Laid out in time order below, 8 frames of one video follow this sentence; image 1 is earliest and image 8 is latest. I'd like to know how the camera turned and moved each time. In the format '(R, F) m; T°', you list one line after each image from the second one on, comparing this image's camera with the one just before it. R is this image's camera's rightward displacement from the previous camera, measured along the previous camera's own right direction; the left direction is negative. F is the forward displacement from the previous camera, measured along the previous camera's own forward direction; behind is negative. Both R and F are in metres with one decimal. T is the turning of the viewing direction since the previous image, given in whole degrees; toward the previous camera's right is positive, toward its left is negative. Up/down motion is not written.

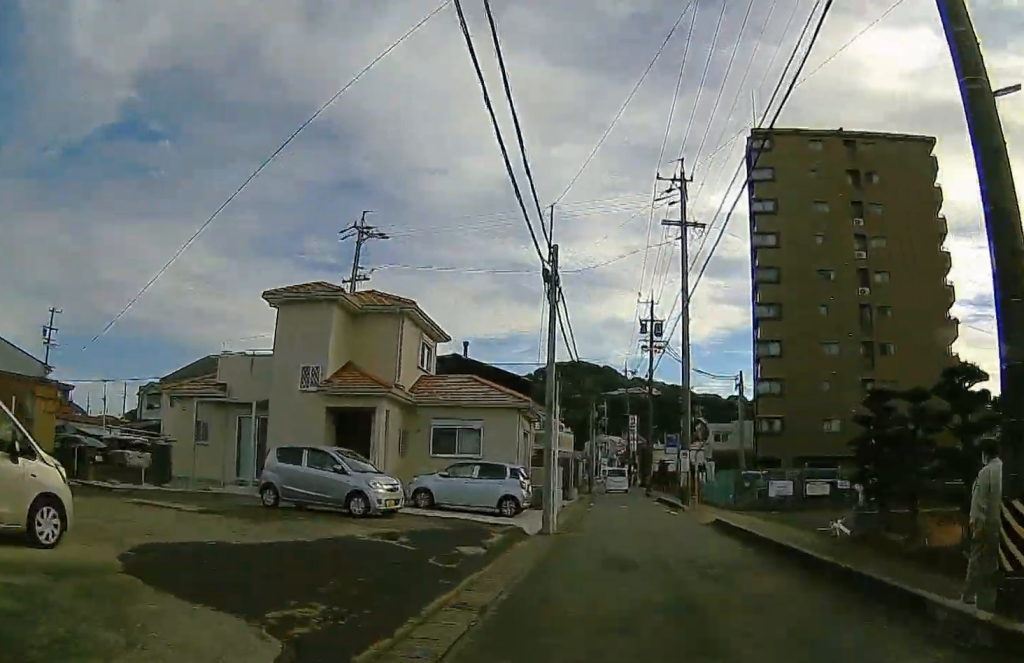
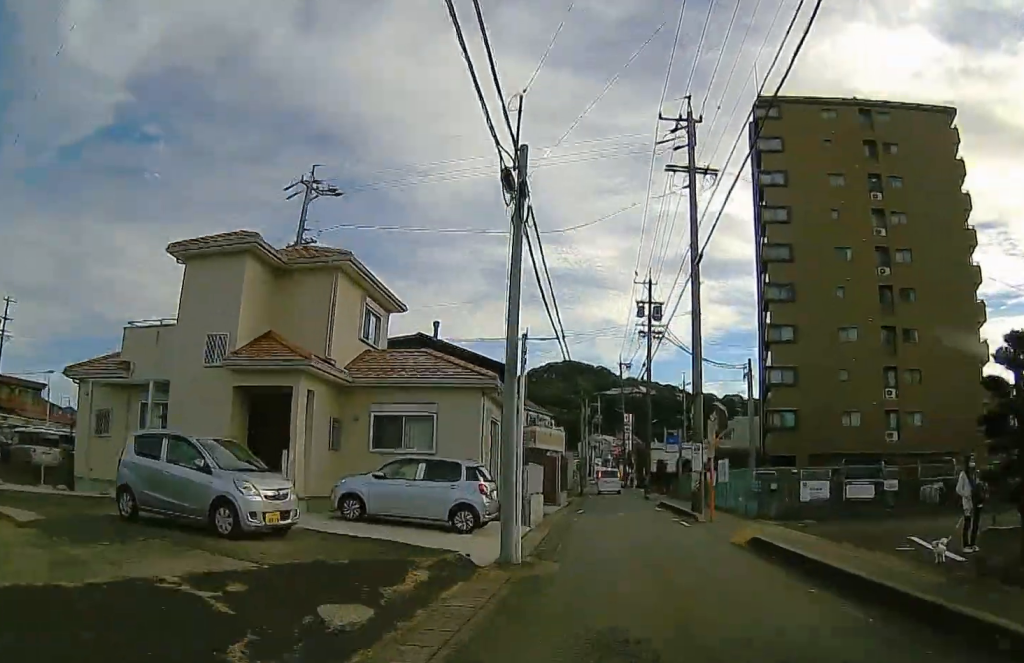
(-0.4, +4.7) m; -3°
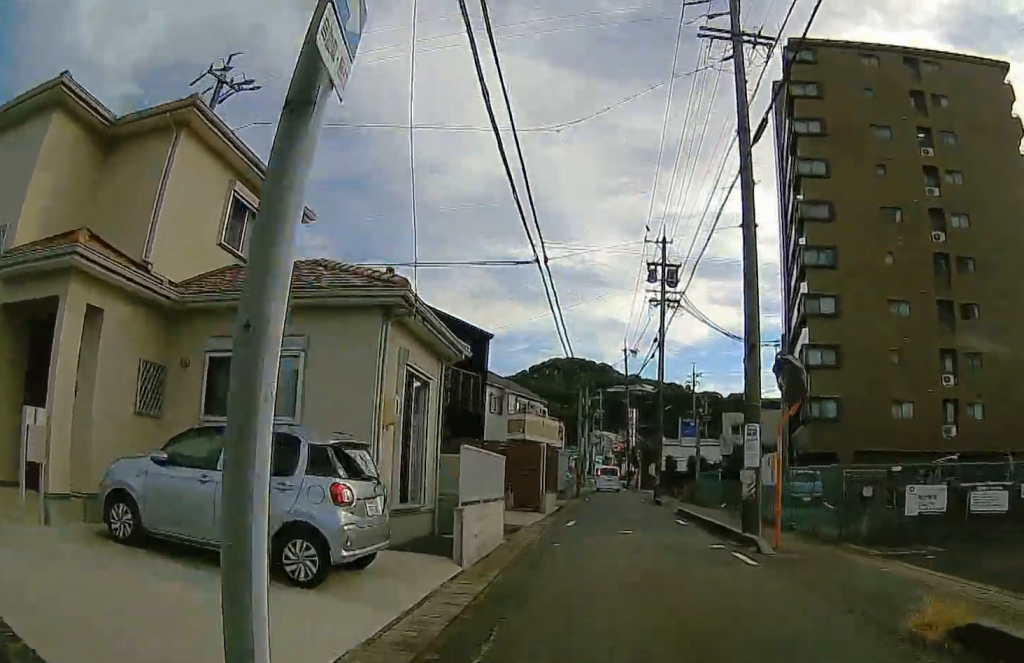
(-0.1, +7.4) m; 0°
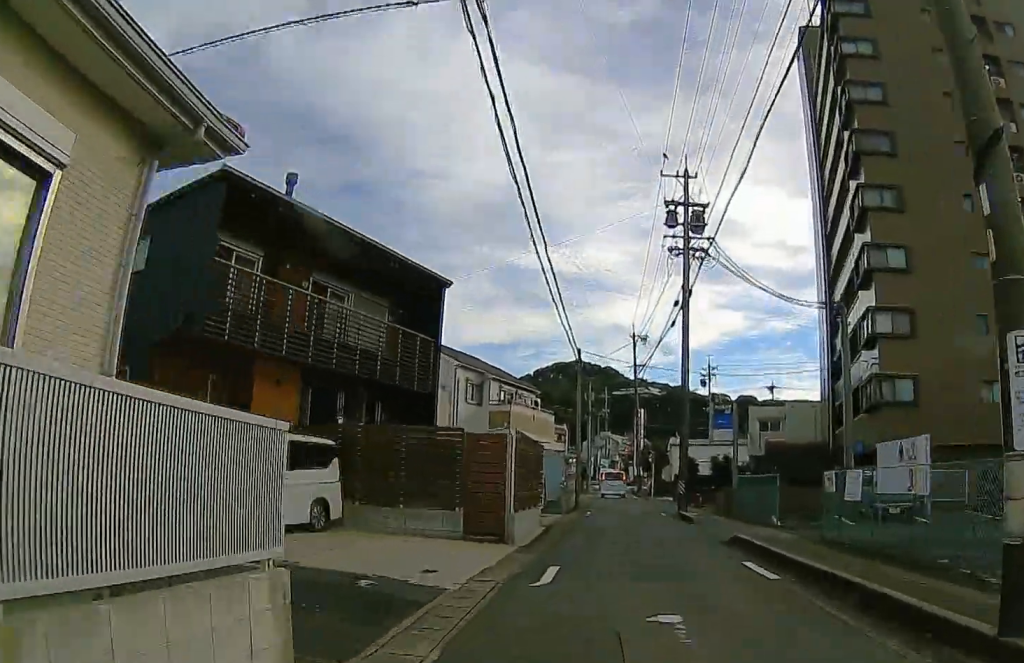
(+0.1, +8.7) m; +1°
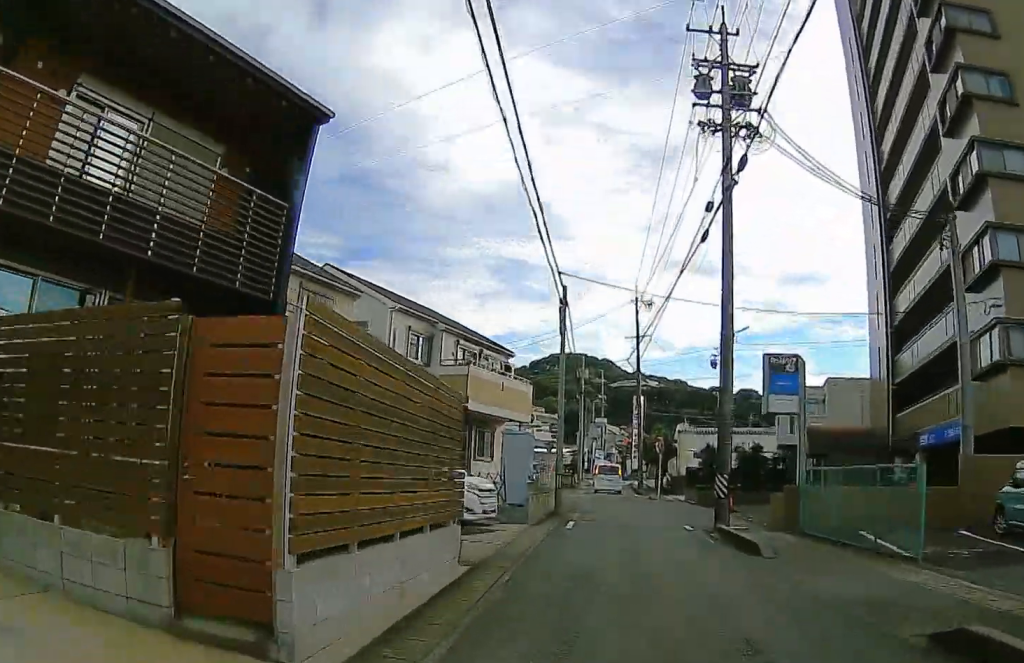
(0.0, +10.1) m; 0°
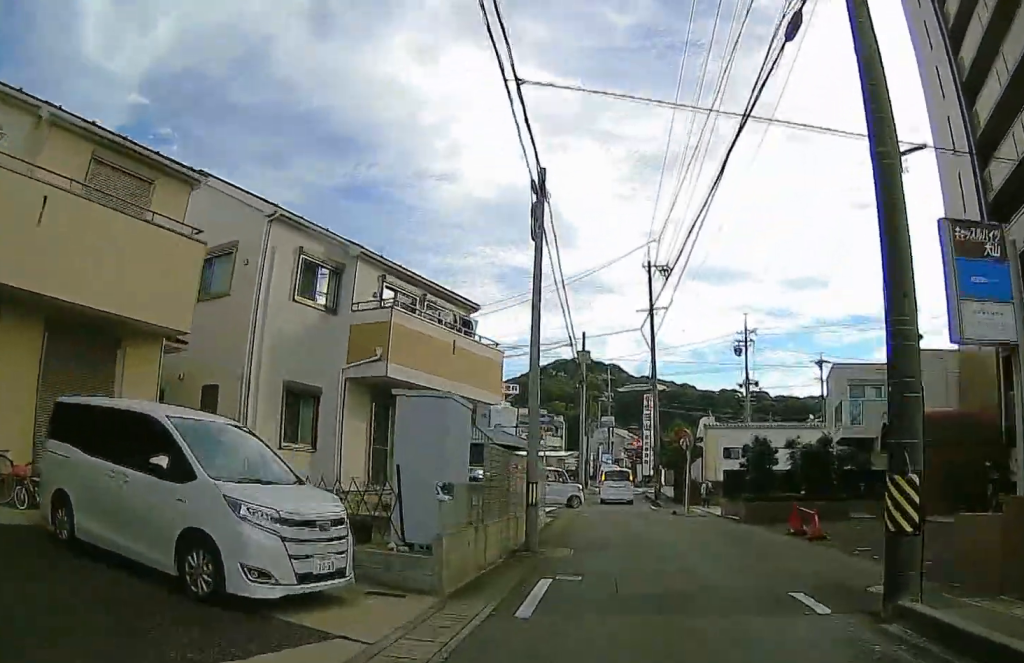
(0.0, +10.2) m; +2°
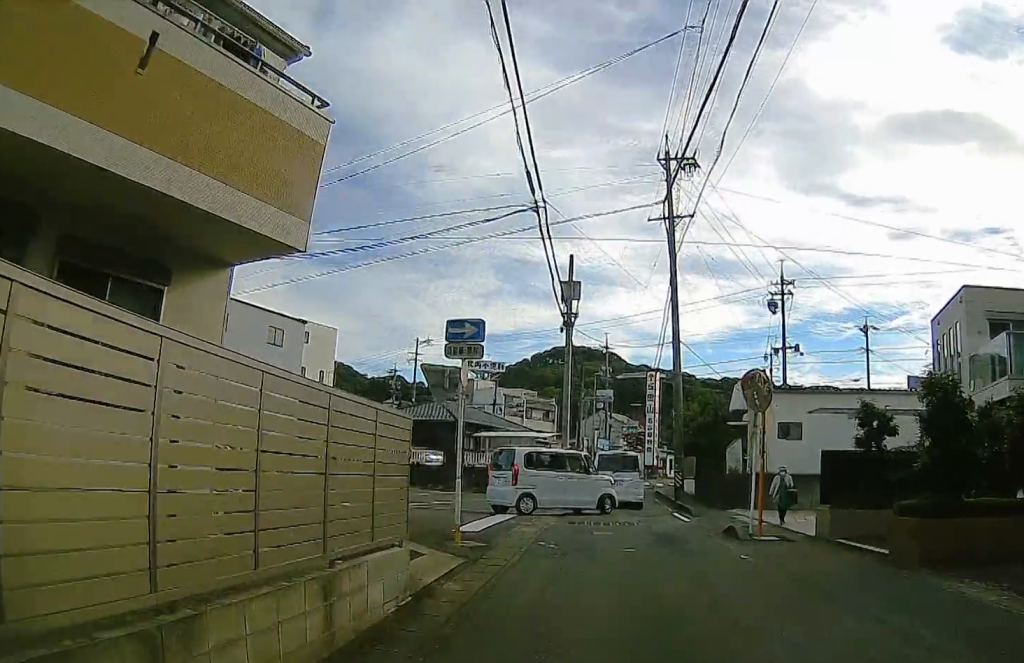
(+1.5, +14.6) m; +9°
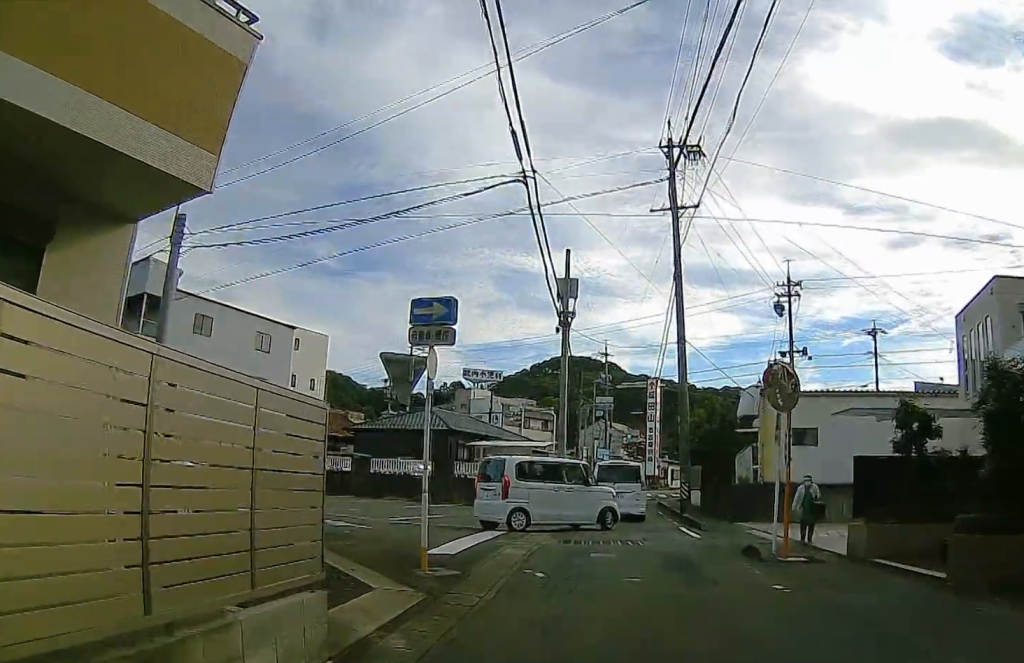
(+0.2, +3.3) m; -1°
